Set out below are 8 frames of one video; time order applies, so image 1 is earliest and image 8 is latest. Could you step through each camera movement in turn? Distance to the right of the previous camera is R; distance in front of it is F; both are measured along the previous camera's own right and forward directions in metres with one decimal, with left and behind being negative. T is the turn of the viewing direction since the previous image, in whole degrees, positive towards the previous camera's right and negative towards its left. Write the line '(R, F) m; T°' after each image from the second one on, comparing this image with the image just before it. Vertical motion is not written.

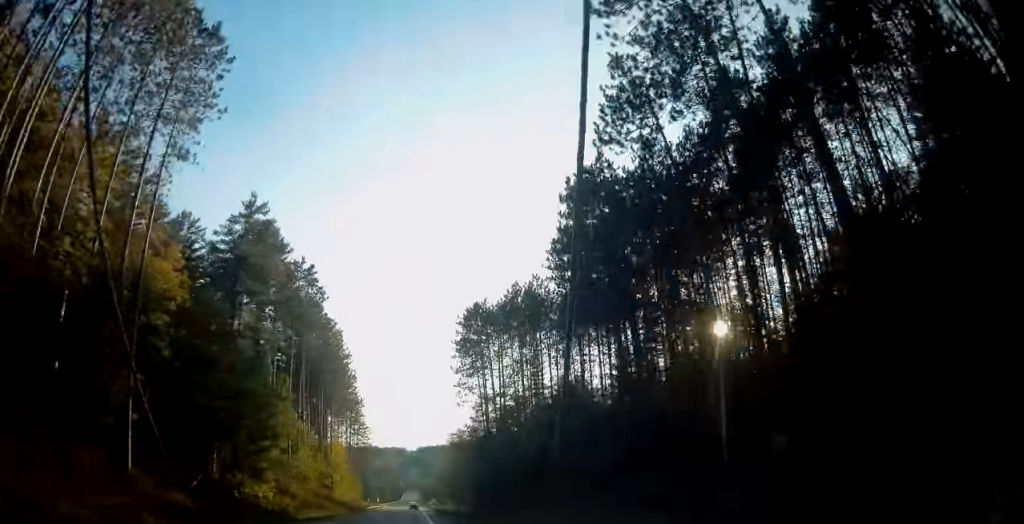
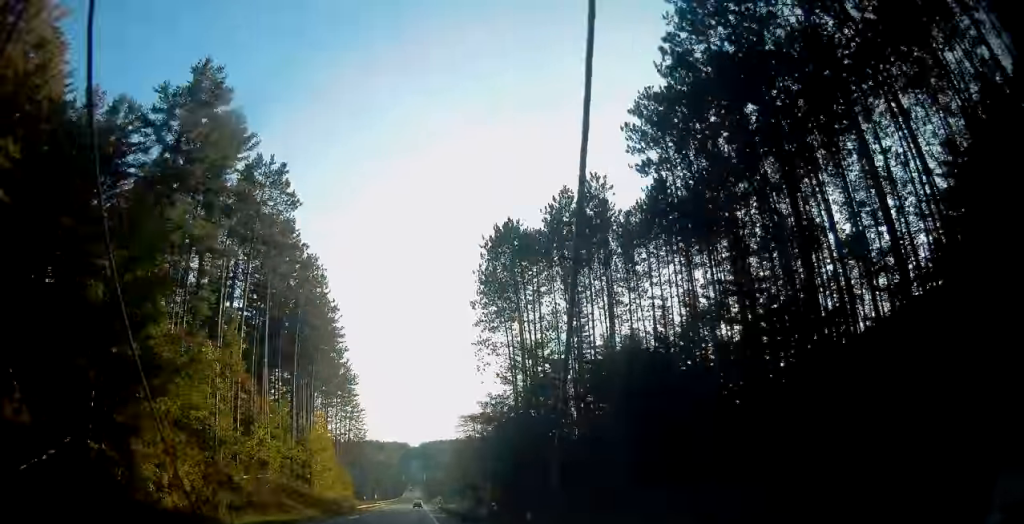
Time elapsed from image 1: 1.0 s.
(+0.3, +22.5) m; +1°
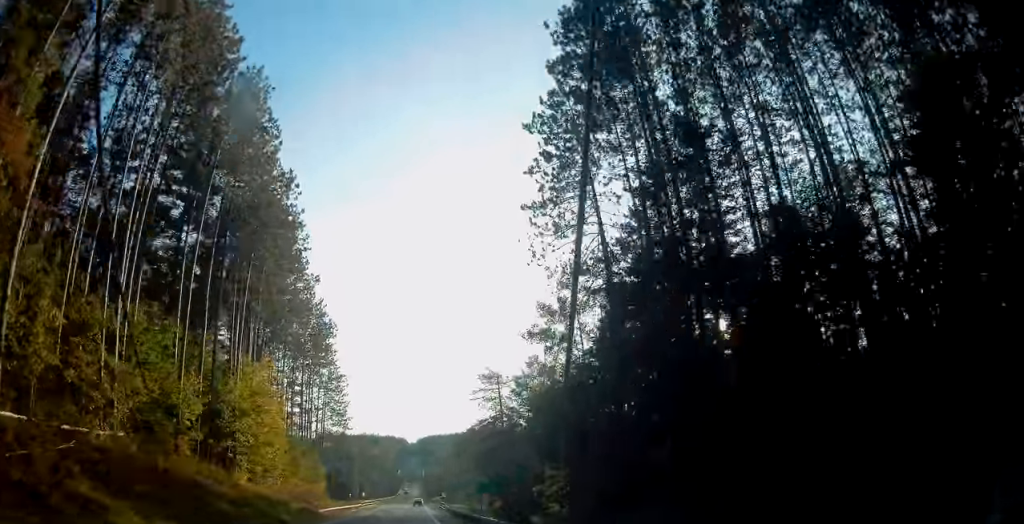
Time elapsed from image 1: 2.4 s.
(0.0, +31.2) m; -1°
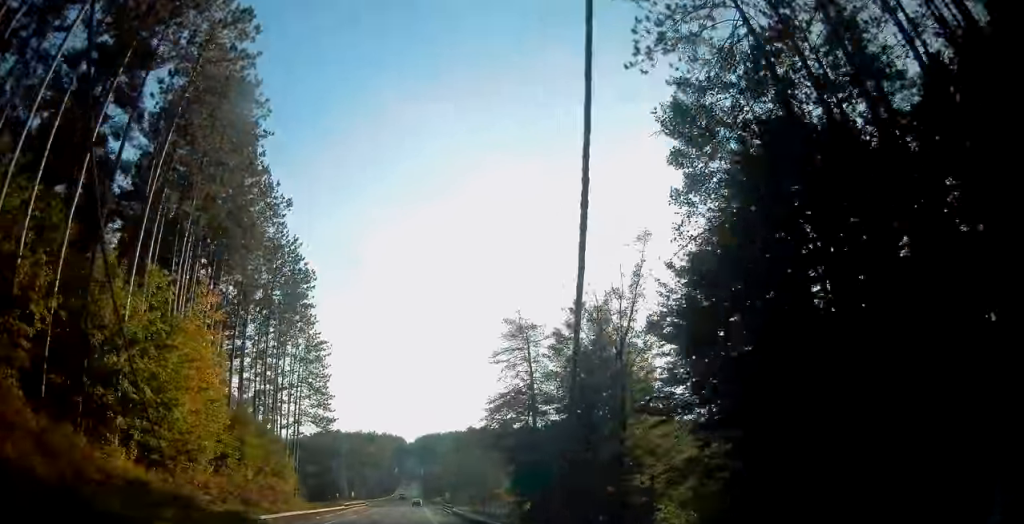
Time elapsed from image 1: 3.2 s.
(-0.3, +18.7) m; 0°
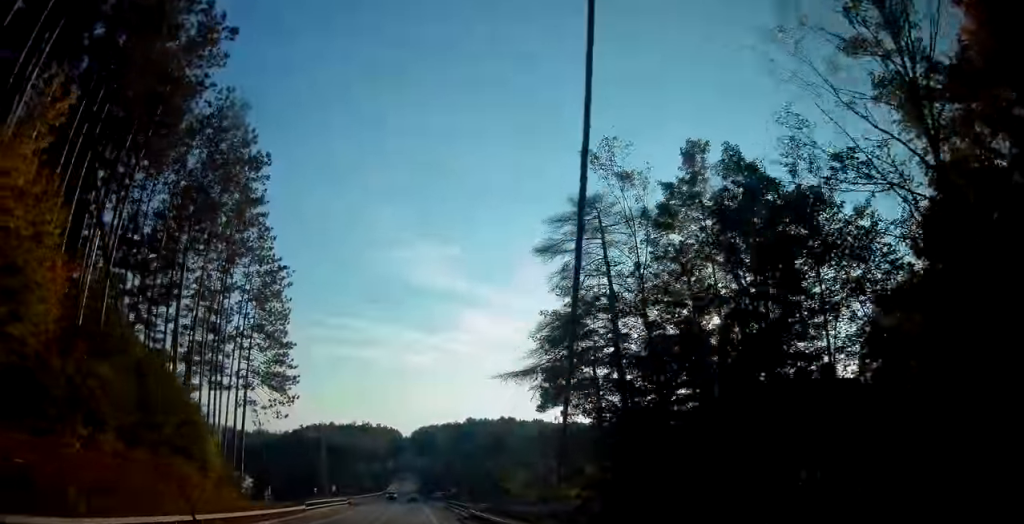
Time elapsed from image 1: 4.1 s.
(0.0, +22.1) m; 0°
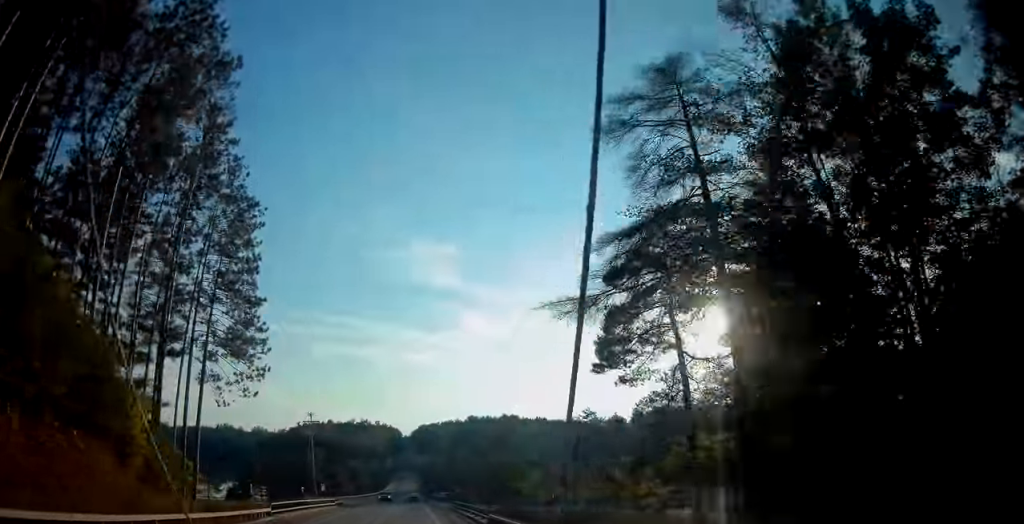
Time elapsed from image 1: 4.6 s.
(+0.1, +11.1) m; 0°
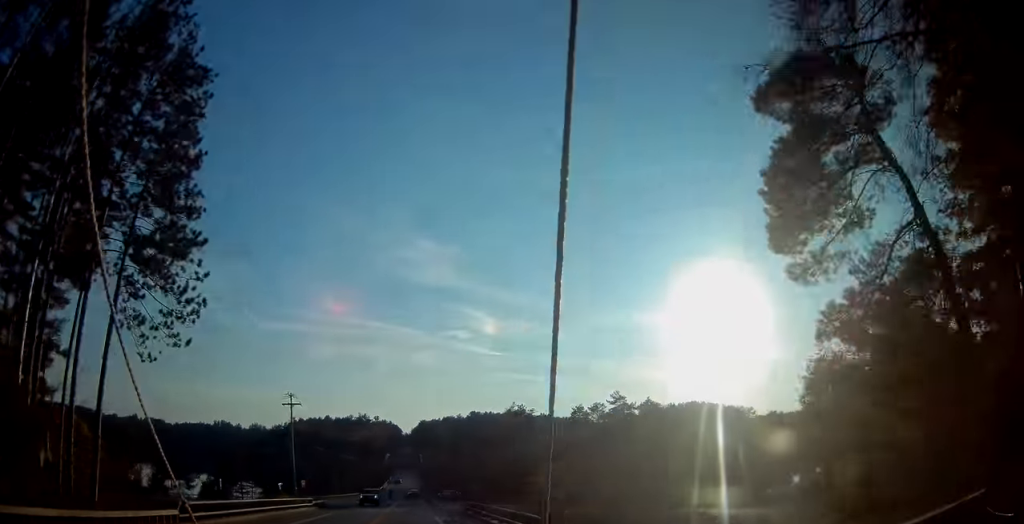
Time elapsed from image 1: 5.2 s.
(0.0, +14.1) m; 0°
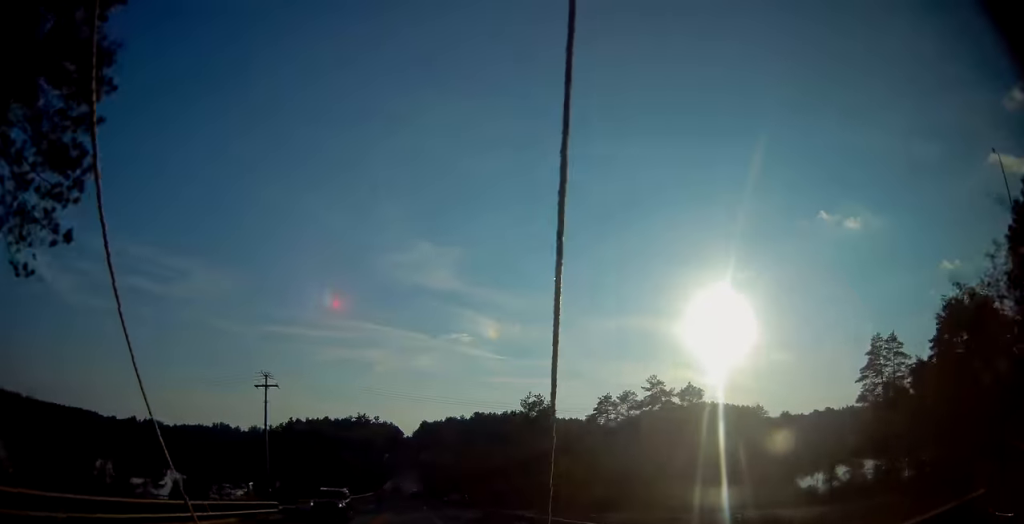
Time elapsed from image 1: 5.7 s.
(0.0, +13.2) m; 0°
